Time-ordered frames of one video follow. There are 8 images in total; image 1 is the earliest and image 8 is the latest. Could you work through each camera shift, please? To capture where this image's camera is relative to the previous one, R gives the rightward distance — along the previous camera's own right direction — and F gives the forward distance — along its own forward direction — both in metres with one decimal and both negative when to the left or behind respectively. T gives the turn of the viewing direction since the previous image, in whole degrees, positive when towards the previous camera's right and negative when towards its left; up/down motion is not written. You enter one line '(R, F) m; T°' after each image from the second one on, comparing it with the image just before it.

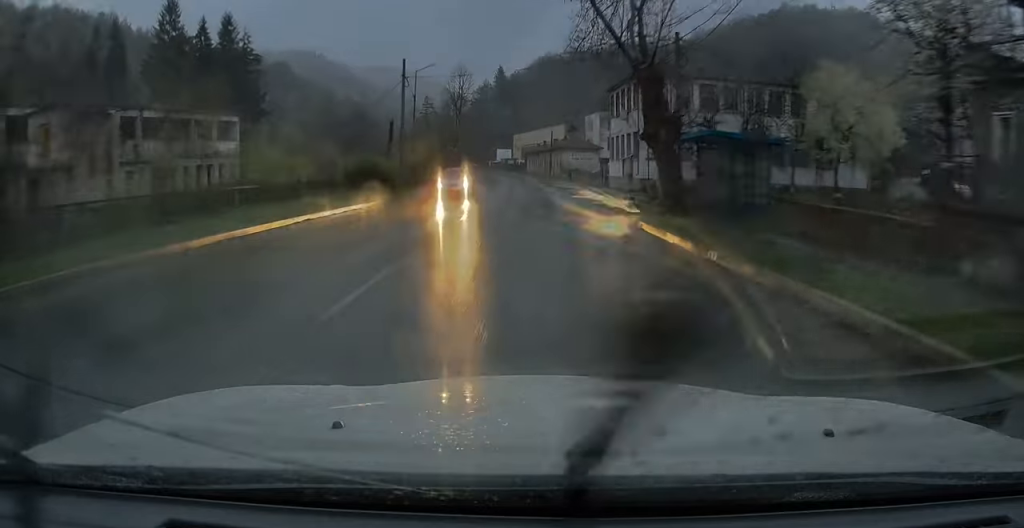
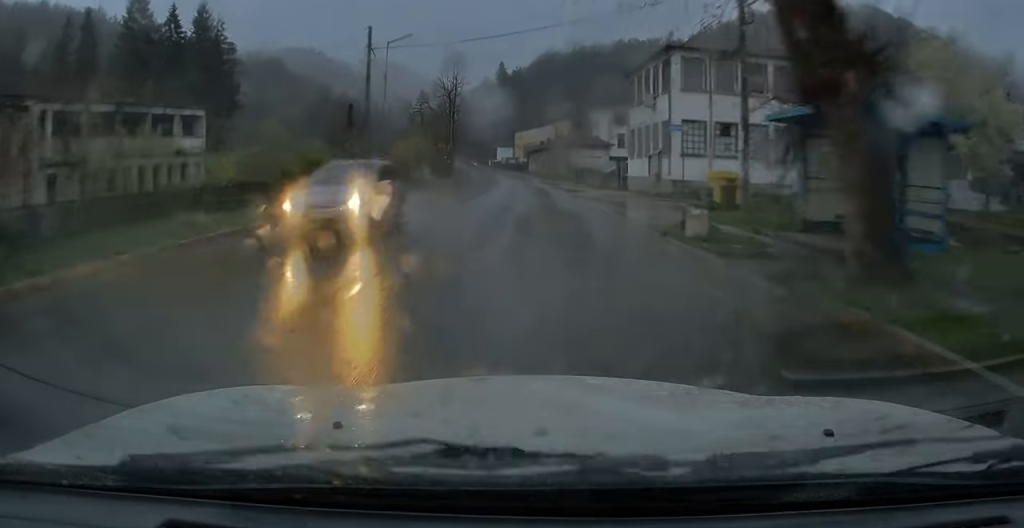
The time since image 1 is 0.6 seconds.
(0.0, +9.6) m; 0°
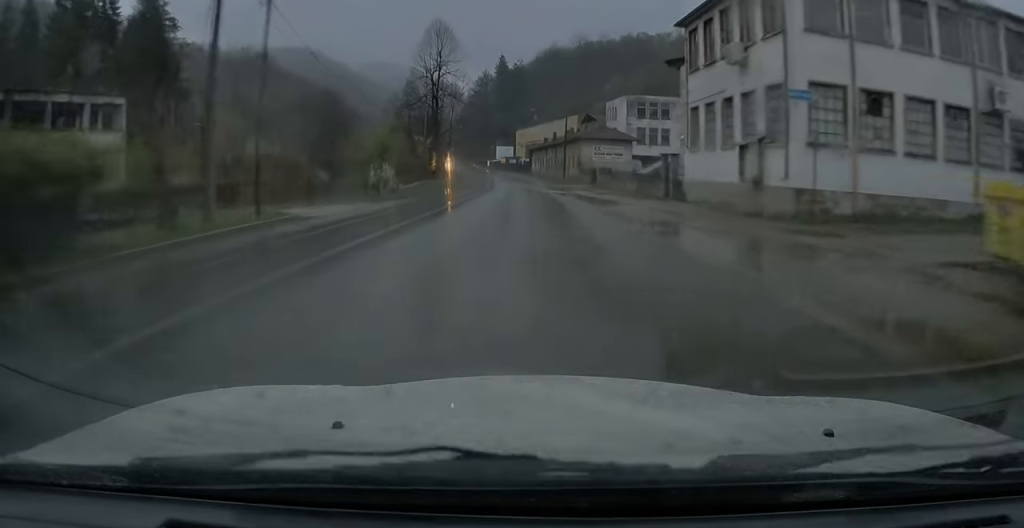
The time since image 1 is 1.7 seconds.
(-0.1, +16.1) m; -1°
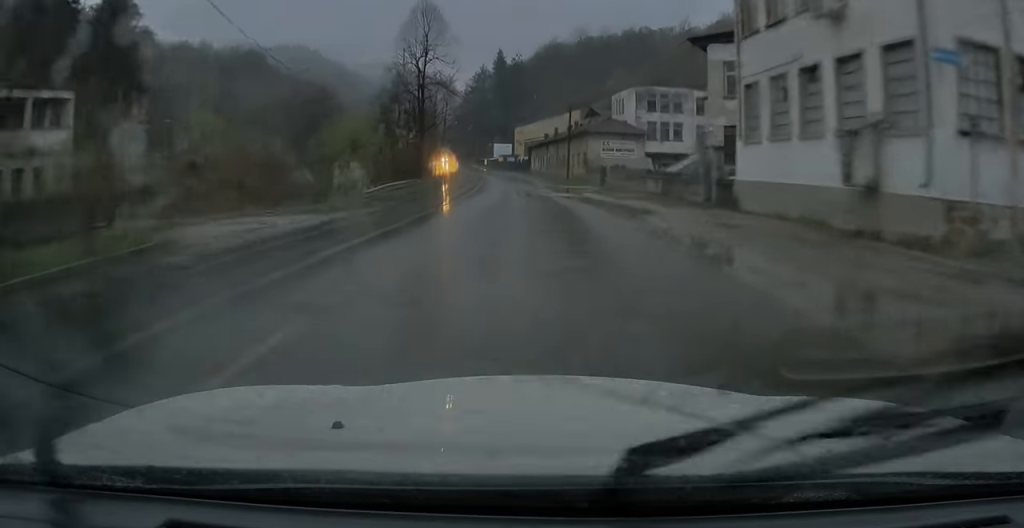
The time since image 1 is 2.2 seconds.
(-0.1, +7.6) m; 0°
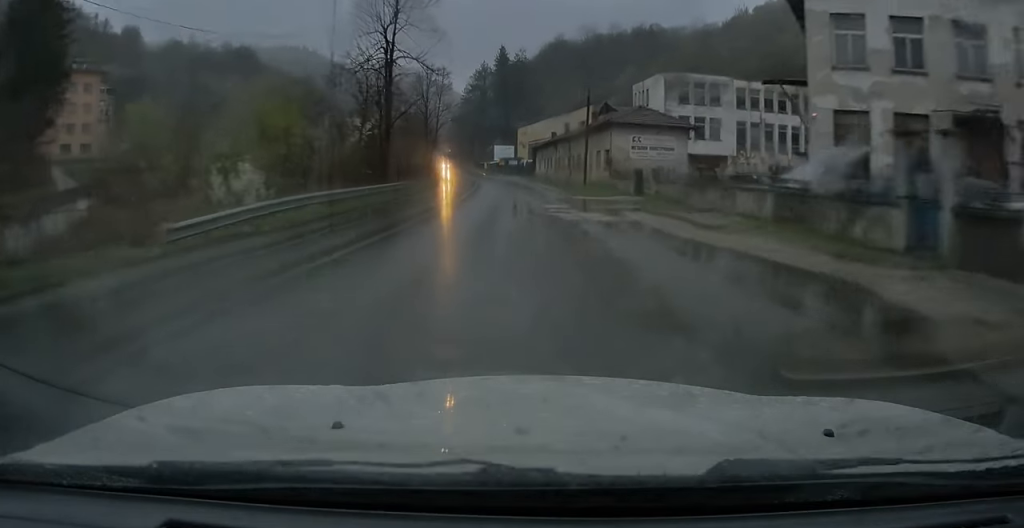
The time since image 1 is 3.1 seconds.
(+0.1, +14.1) m; 0°
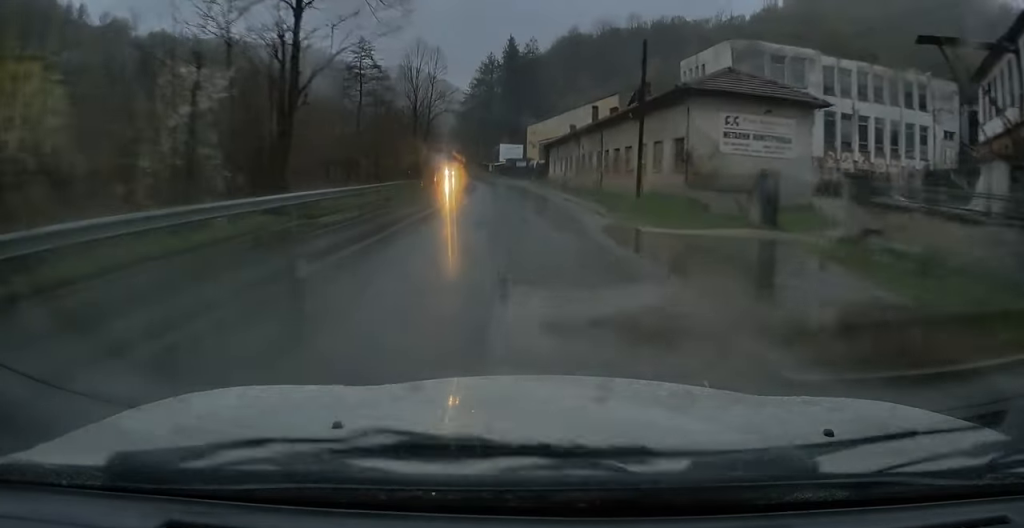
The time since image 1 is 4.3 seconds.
(-0.2, +18.1) m; -1°
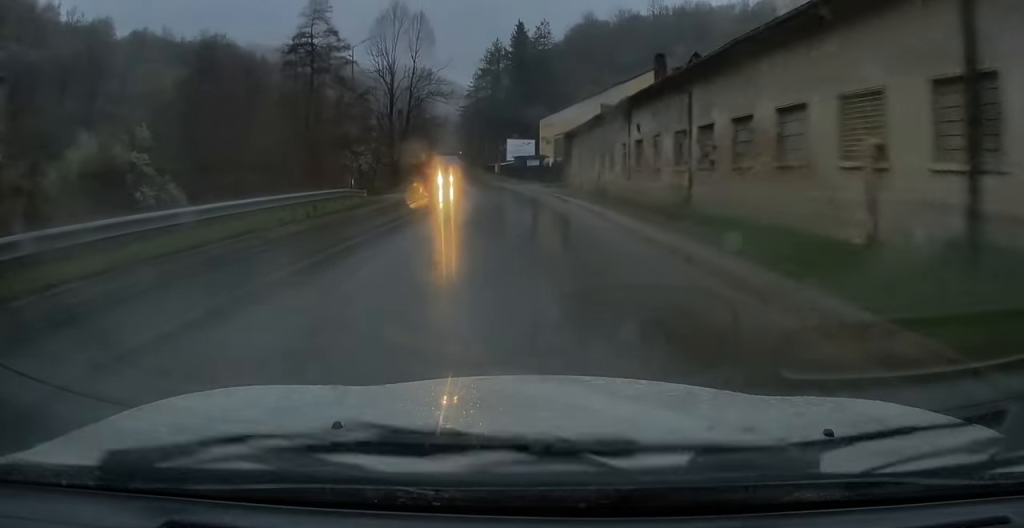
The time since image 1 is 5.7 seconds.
(-0.3, +20.0) m; -2°
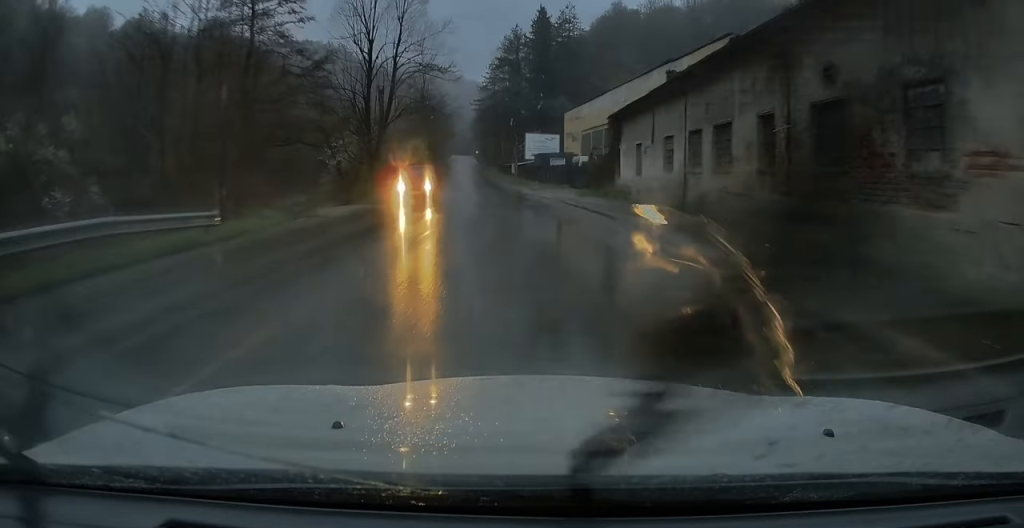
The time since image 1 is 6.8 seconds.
(-0.3, +16.4) m; -2°
